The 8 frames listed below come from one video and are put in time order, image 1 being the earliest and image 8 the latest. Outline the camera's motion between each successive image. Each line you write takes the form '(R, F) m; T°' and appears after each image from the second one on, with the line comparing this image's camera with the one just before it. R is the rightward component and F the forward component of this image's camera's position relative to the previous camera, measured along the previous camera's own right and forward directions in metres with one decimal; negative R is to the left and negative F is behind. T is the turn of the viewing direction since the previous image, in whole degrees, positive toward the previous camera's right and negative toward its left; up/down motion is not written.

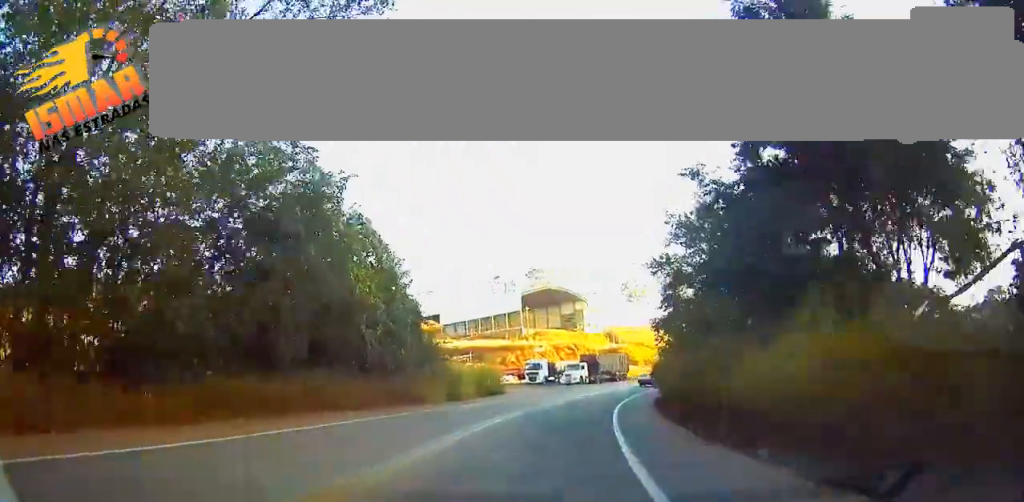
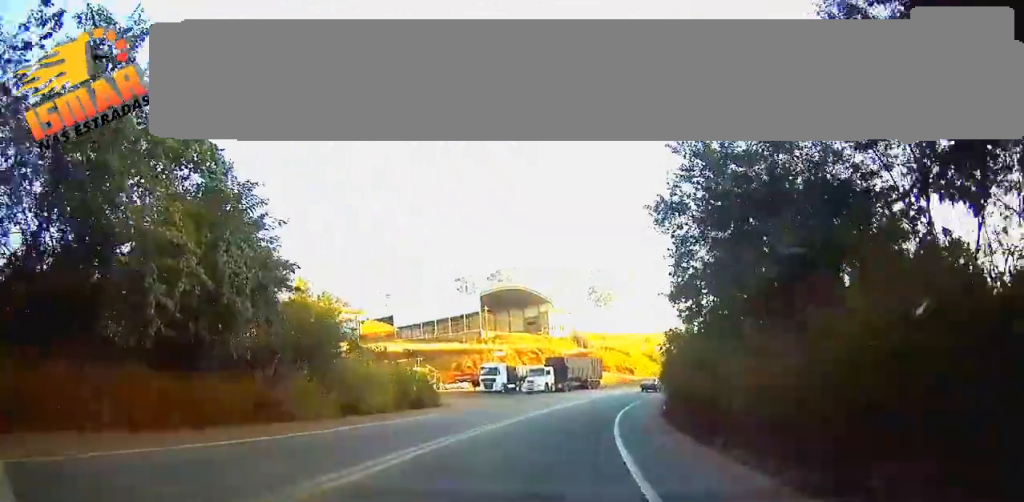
(+0.8, +14.7) m; +3°
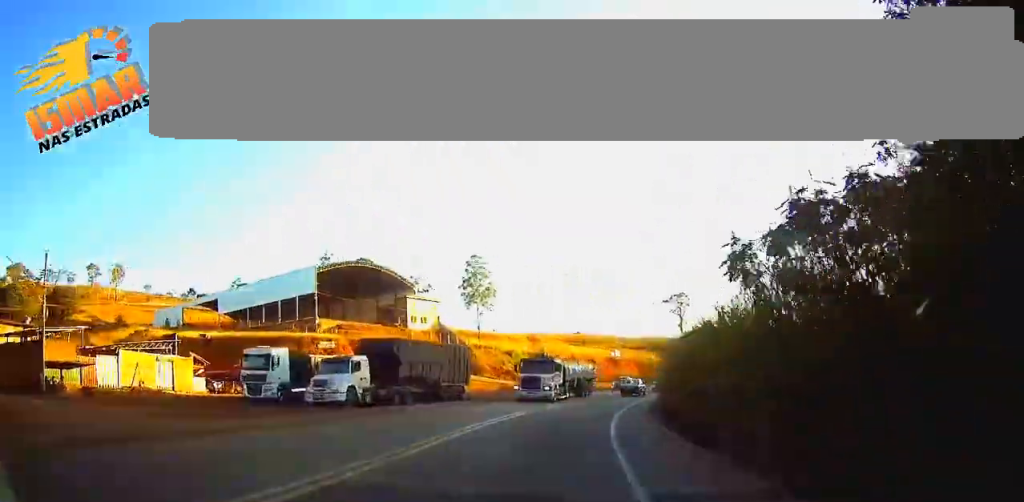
(+2.9, +37.9) m; +10°
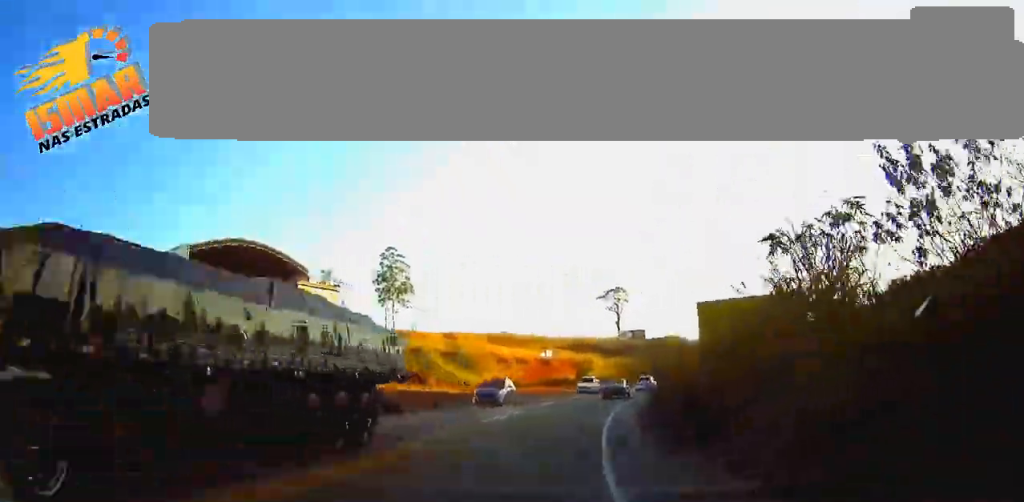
(+1.0, +22.6) m; +5°
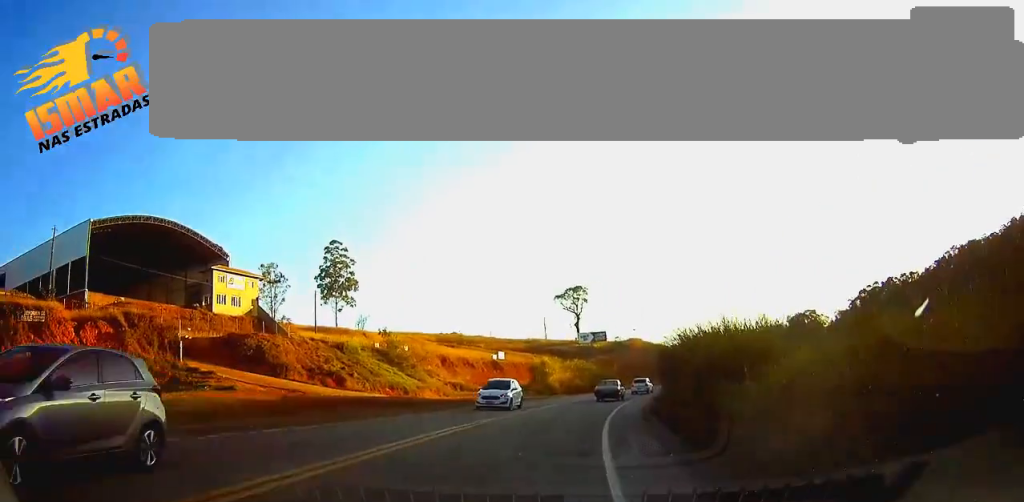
(+0.5, +15.7) m; +3°
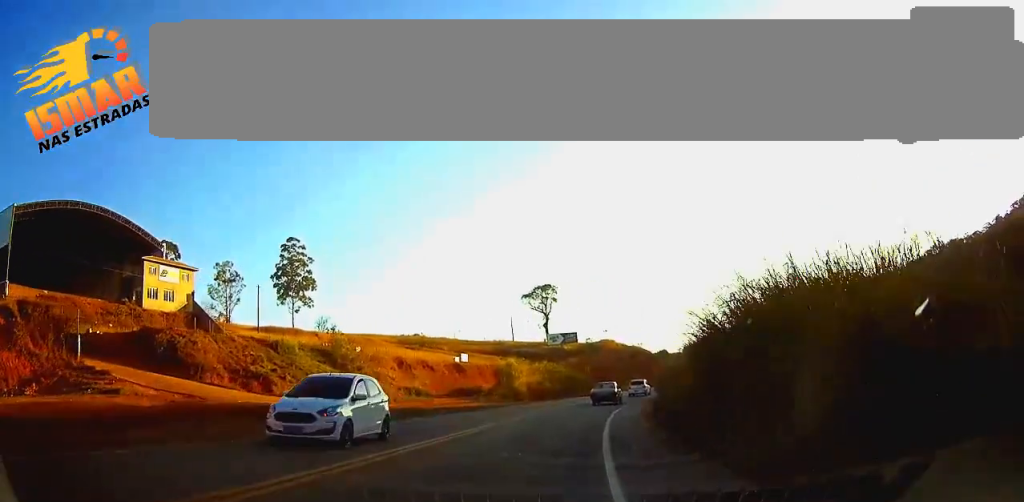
(+0.3, +11.0) m; +2°
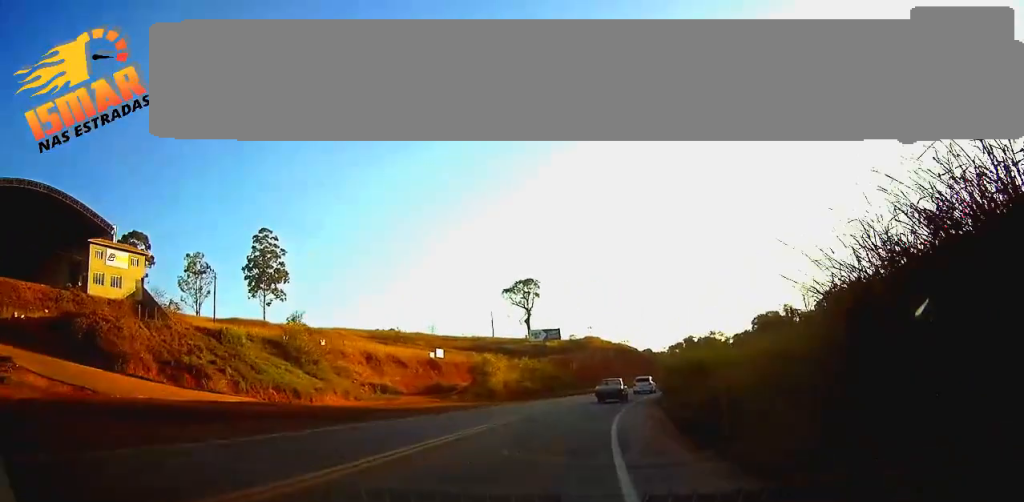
(+0.1, +8.9) m; +1°
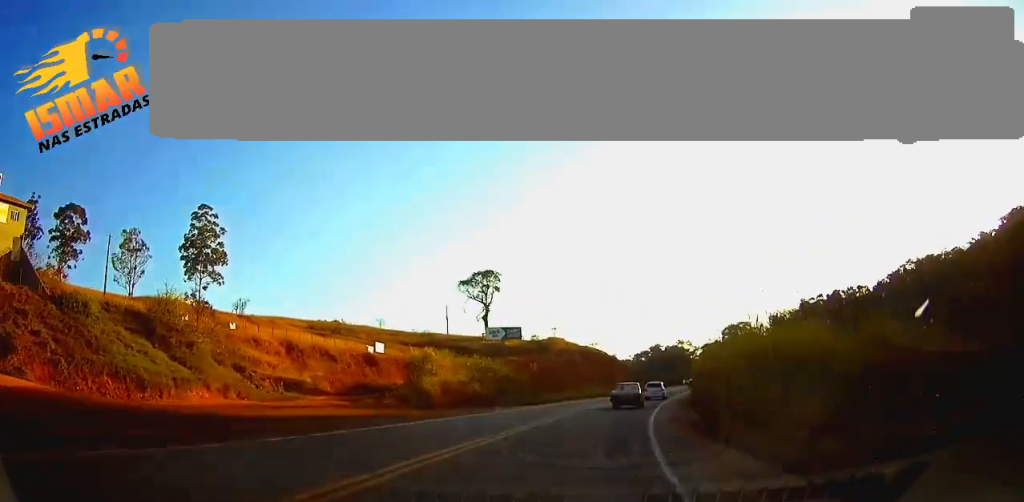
(+0.4, +19.0) m; +4°
